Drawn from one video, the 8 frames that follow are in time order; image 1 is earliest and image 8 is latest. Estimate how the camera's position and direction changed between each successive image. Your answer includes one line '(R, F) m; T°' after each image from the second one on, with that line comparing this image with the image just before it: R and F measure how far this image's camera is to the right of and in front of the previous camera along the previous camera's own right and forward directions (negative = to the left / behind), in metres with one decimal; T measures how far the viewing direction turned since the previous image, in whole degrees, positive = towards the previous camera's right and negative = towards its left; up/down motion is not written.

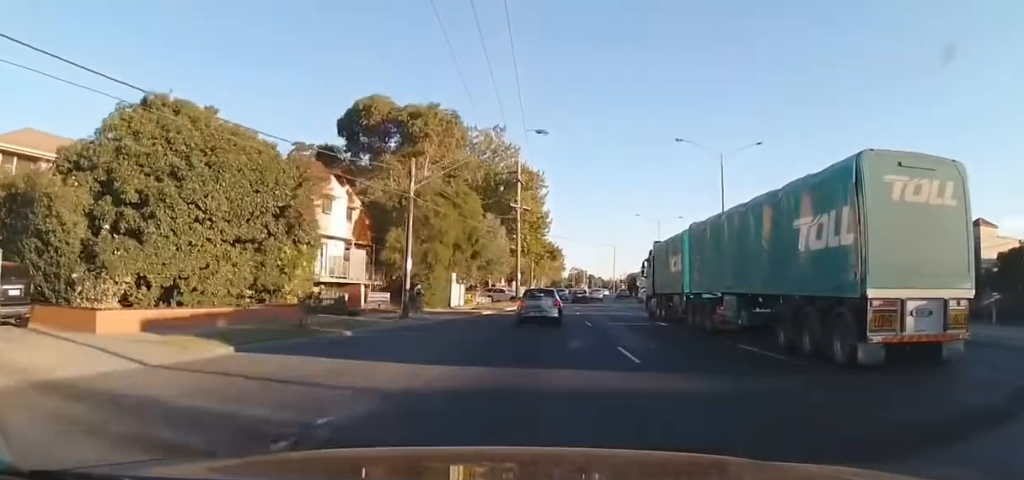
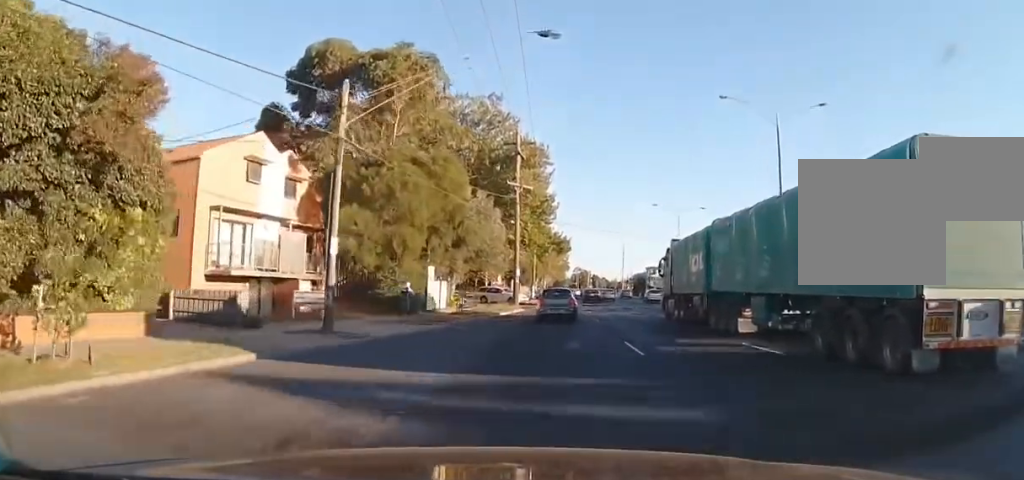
(0.0, +11.2) m; 0°
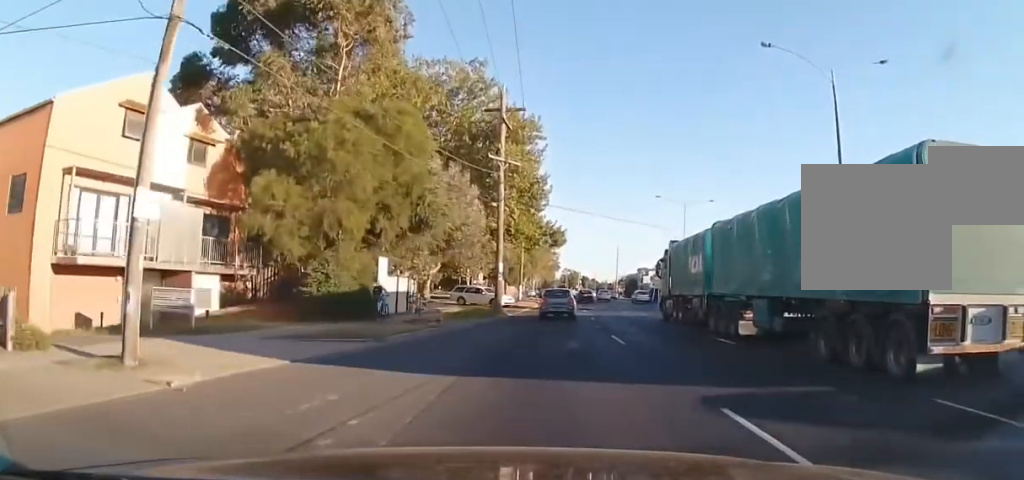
(0.0, +9.0) m; 0°
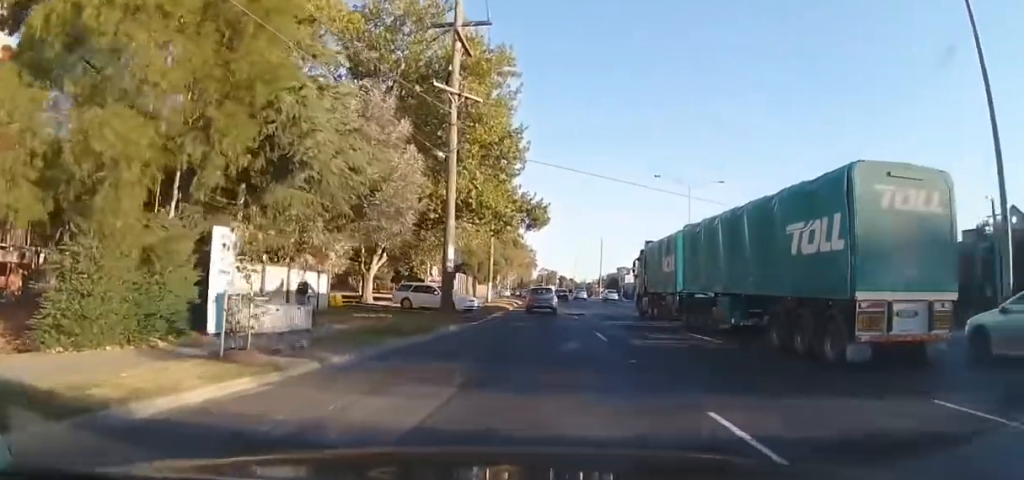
(0.0, +13.1) m; +1°
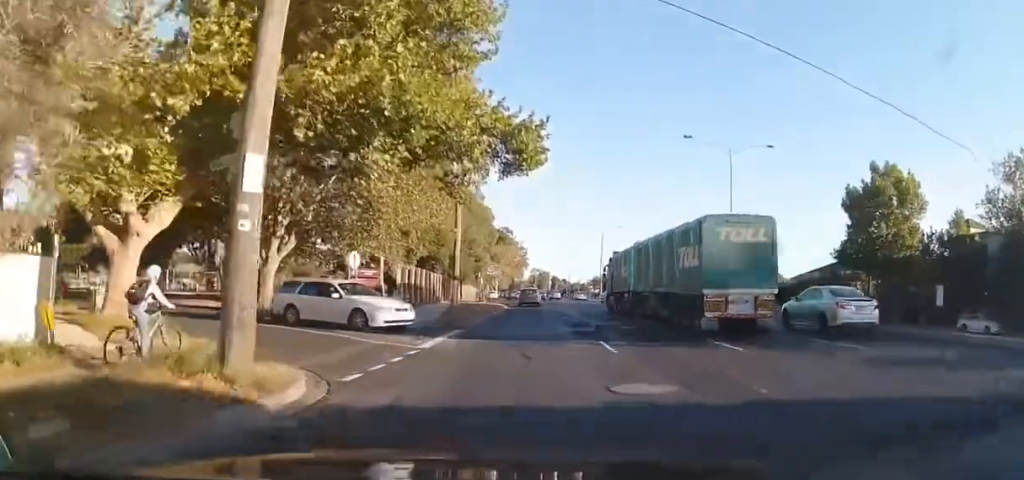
(+0.6, +18.3) m; +1°
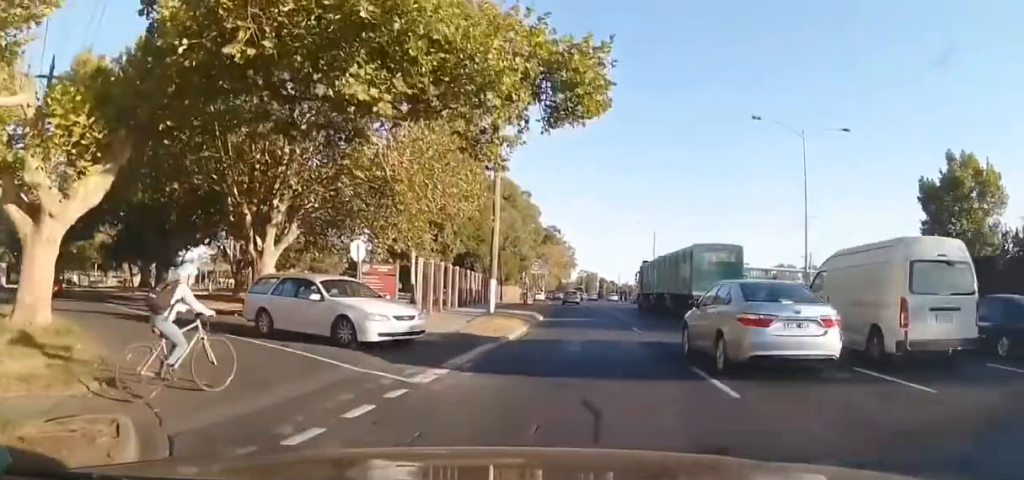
(-0.4, +9.7) m; -6°
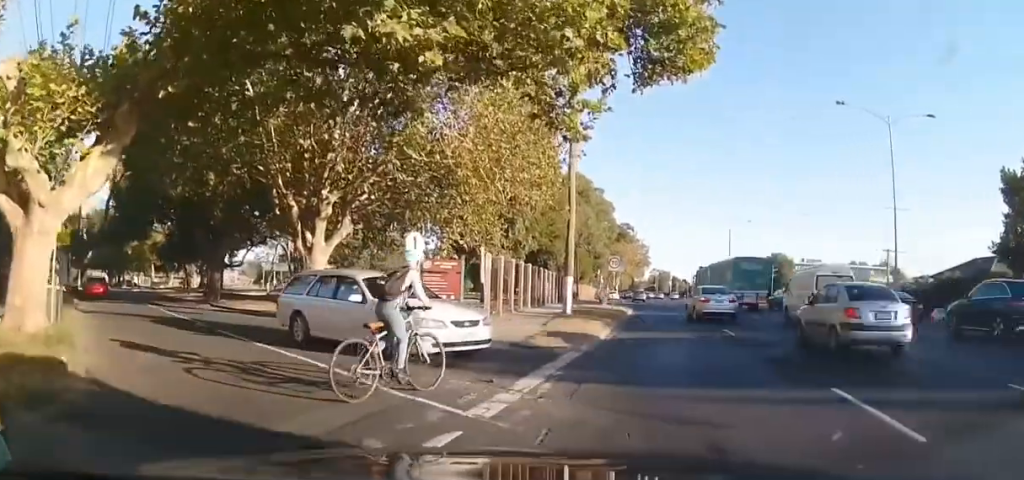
(-0.5, +8.2) m; -8°
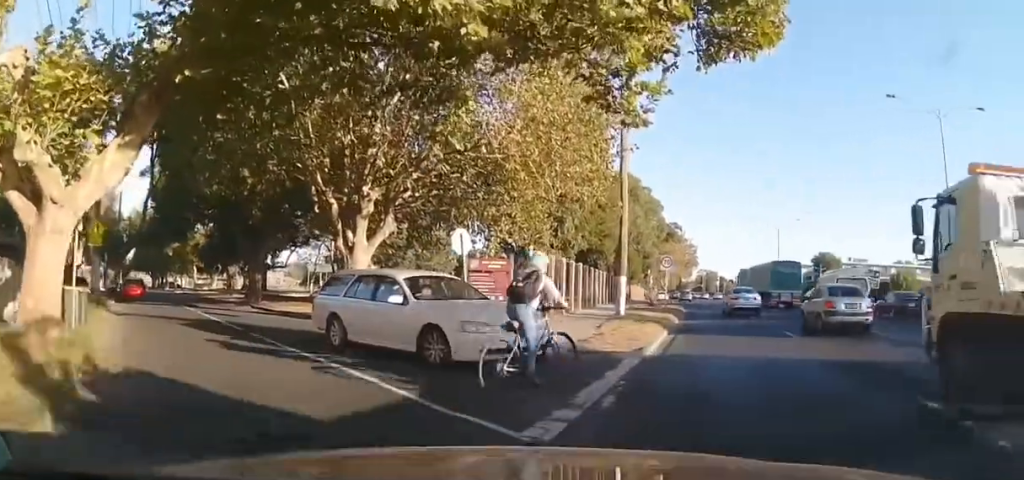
(+0.1, +2.8) m; -5°
